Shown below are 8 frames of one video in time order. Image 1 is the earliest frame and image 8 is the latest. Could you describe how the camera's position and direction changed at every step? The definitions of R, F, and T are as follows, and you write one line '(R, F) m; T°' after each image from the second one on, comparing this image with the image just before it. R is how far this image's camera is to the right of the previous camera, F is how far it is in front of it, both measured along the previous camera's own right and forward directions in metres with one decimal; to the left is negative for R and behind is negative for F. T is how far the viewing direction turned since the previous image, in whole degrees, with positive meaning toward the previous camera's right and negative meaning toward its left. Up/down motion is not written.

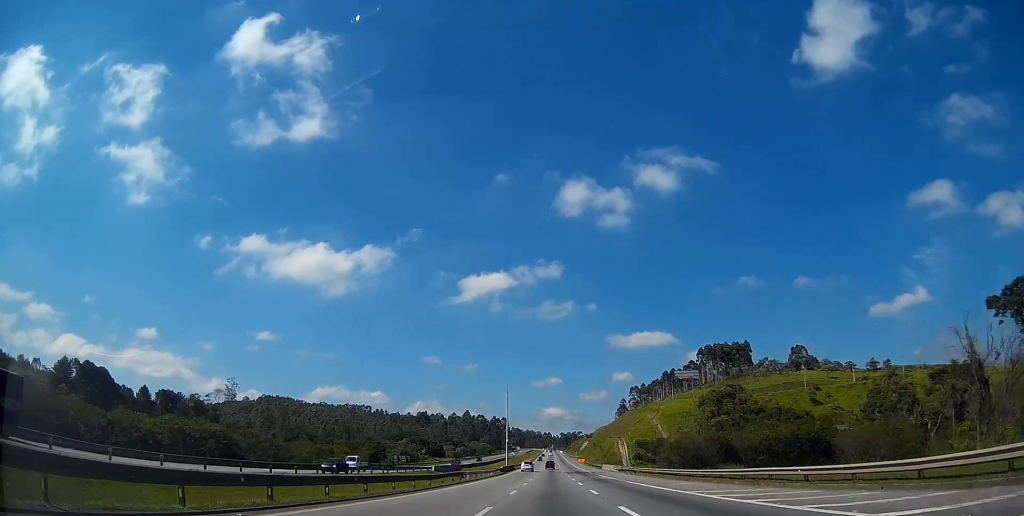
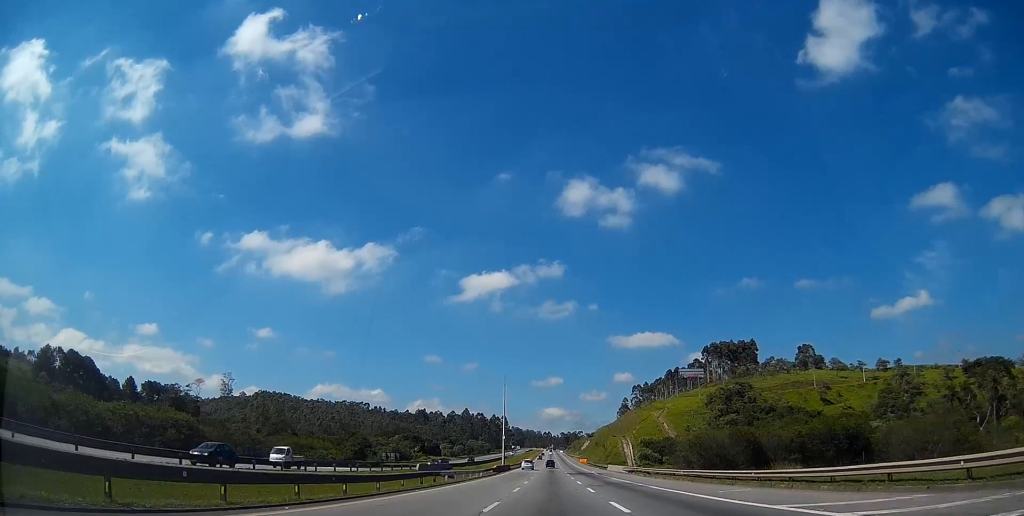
(0.0, +10.9) m; 0°
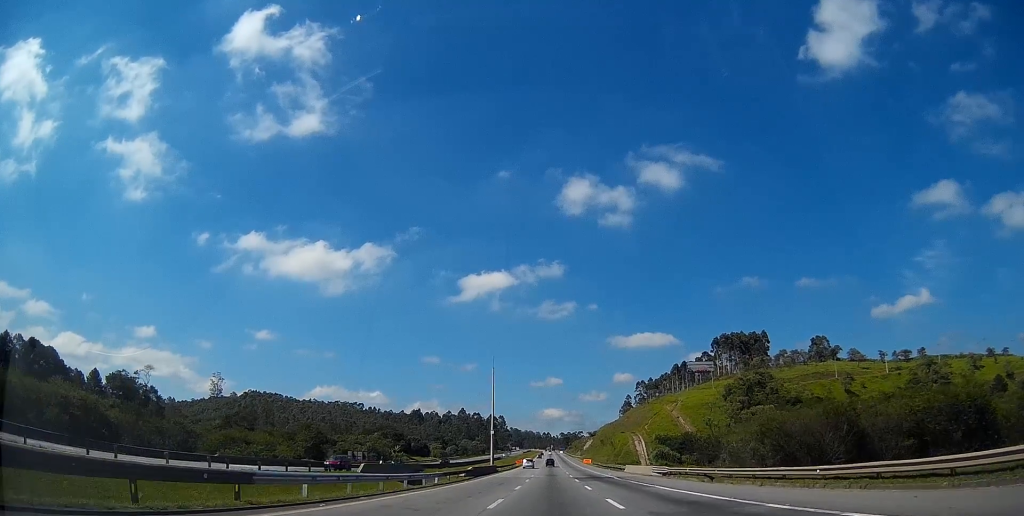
(+0.1, +23.8) m; 0°
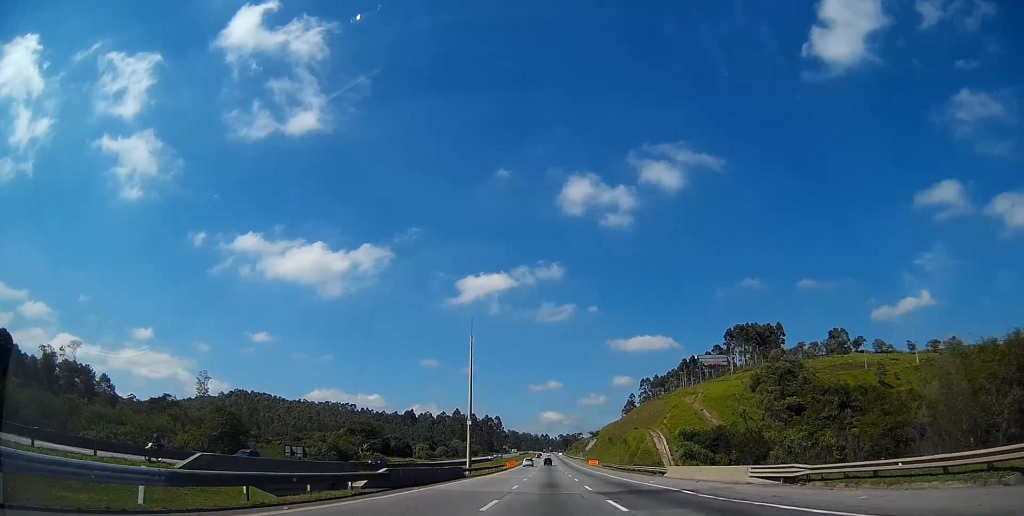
(+0.1, +25.5) m; 0°
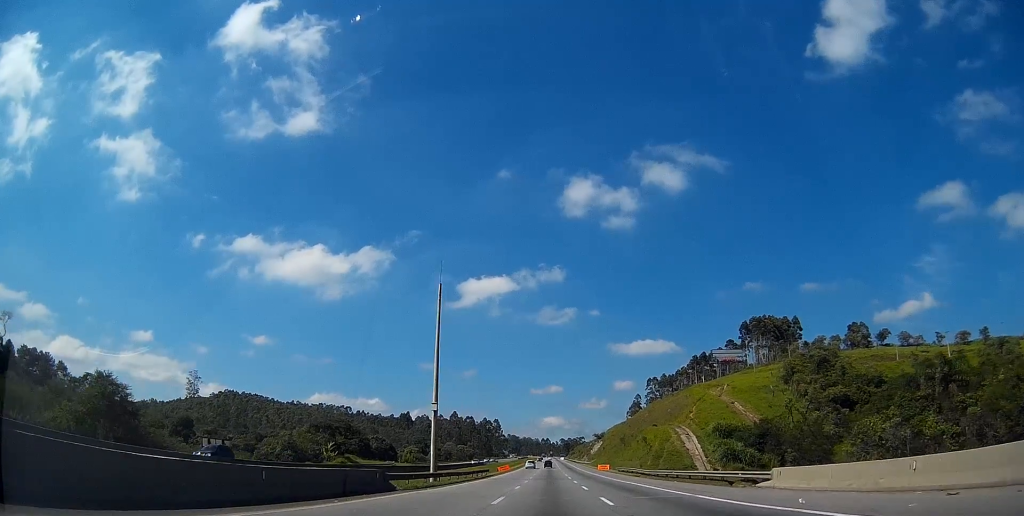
(+0.1, +22.0) m; 0°
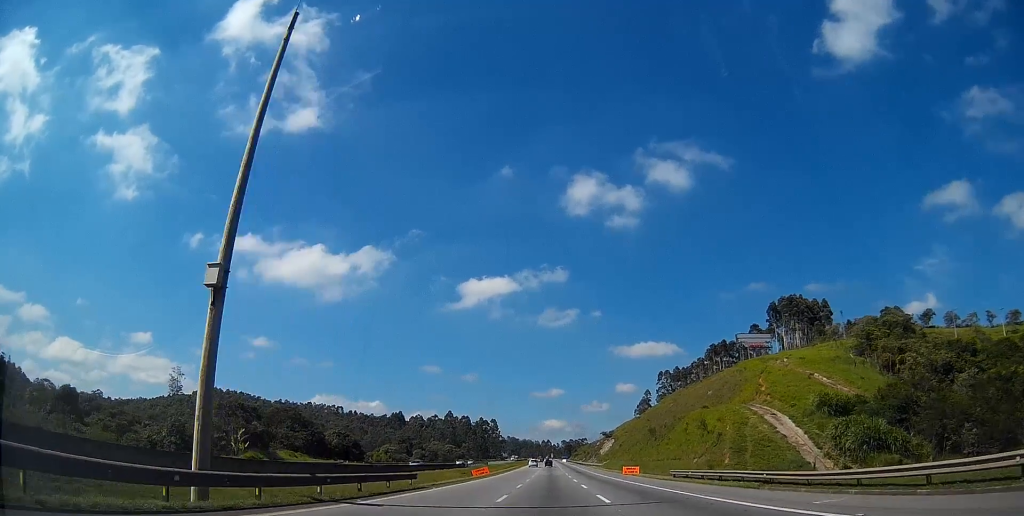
(0.0, +38.0) m; 0°
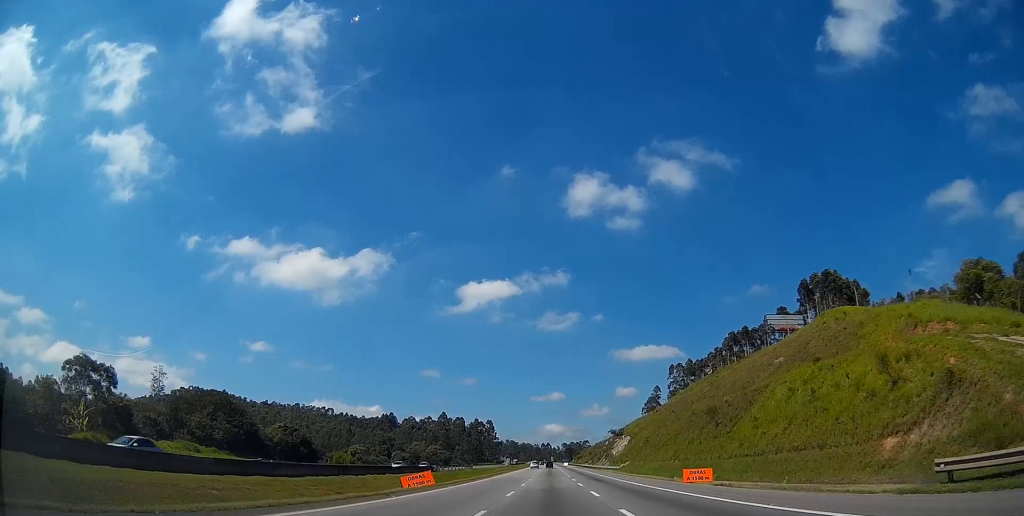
(-0.1, +39.3) m; 0°
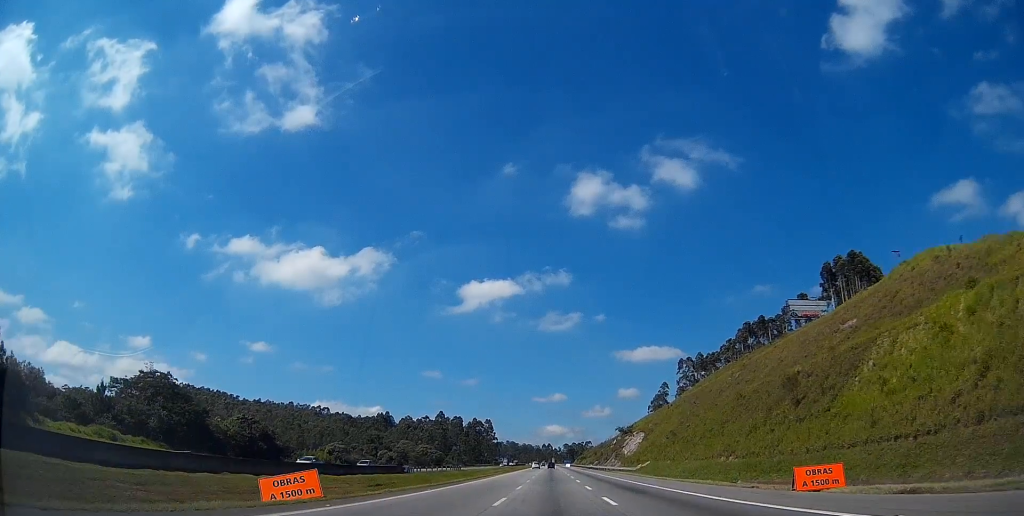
(0.0, +21.4) m; 0°
